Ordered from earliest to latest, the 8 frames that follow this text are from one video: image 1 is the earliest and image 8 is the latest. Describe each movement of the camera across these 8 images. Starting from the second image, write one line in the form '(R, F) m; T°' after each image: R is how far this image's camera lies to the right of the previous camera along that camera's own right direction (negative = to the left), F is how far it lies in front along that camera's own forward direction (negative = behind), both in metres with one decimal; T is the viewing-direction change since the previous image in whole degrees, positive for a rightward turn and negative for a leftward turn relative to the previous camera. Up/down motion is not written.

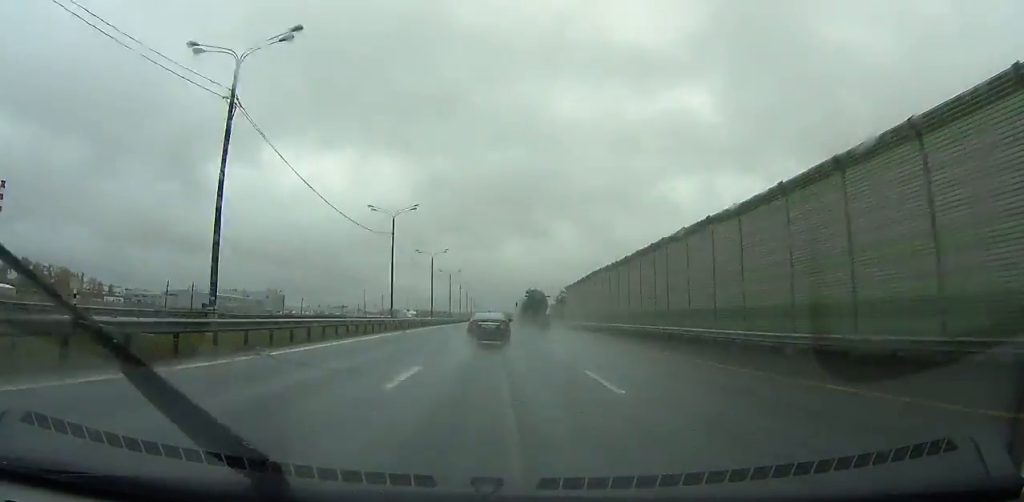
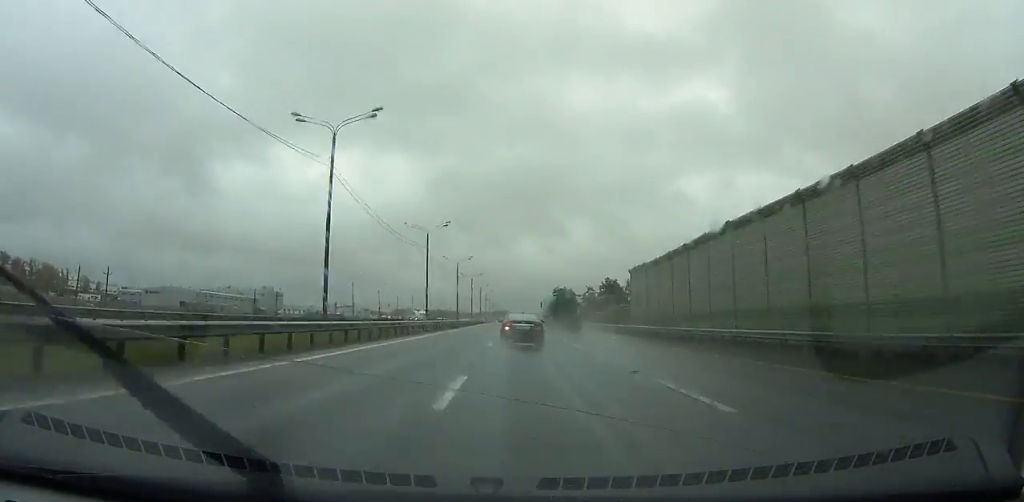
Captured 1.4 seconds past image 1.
(-0.3, +34.7) m; 0°
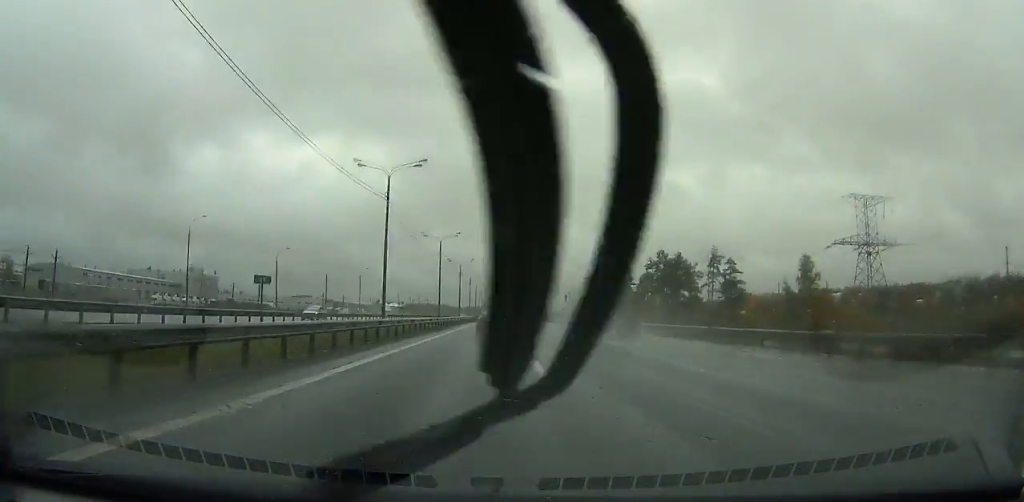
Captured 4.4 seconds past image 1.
(-0.3, +75.4) m; 0°
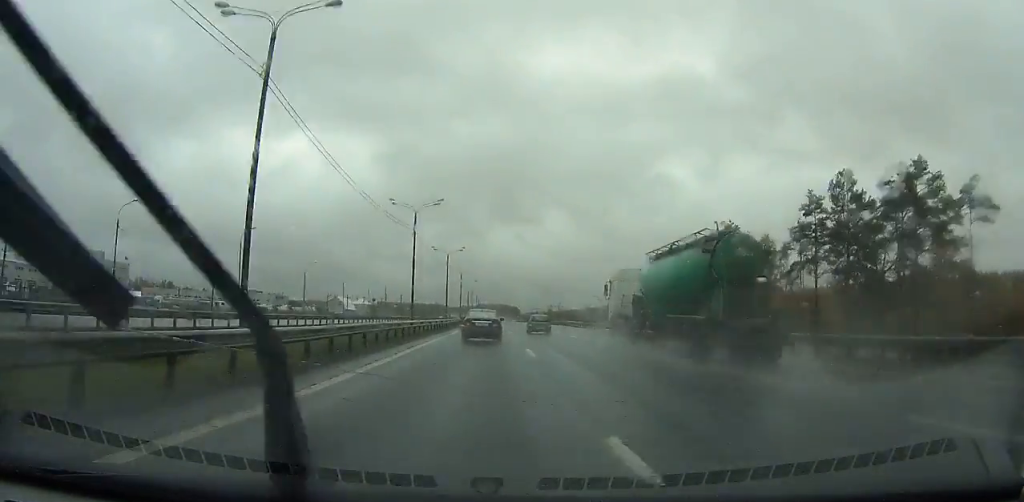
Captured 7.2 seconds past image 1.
(+0.4, +71.9) m; +1°
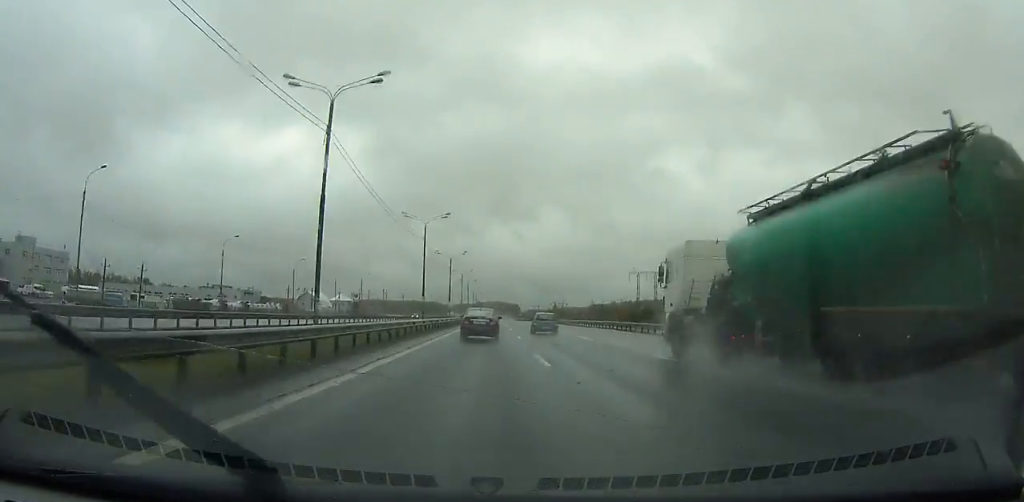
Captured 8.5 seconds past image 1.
(+0.1, +33.7) m; 0°
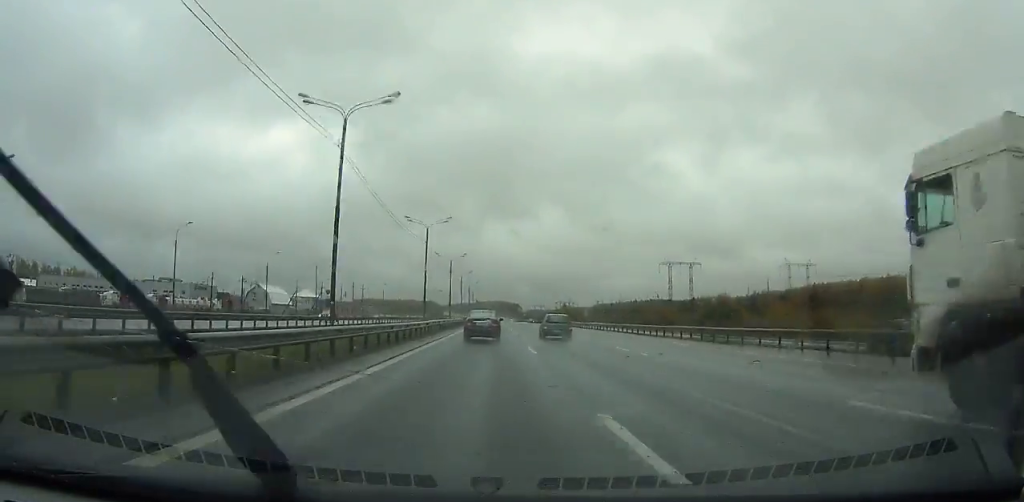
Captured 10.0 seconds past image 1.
(+0.1, +39.2) m; 0°
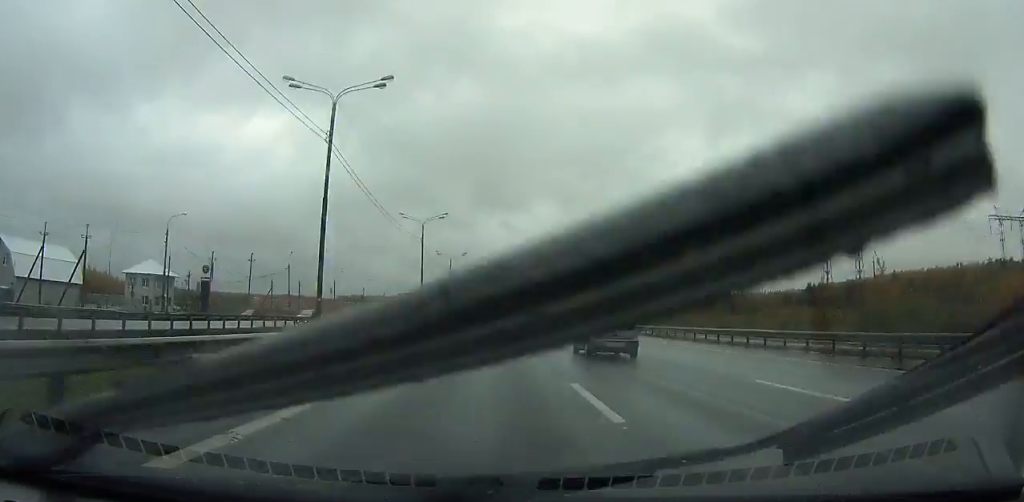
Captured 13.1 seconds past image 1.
(+0.1, +81.0) m; 0°
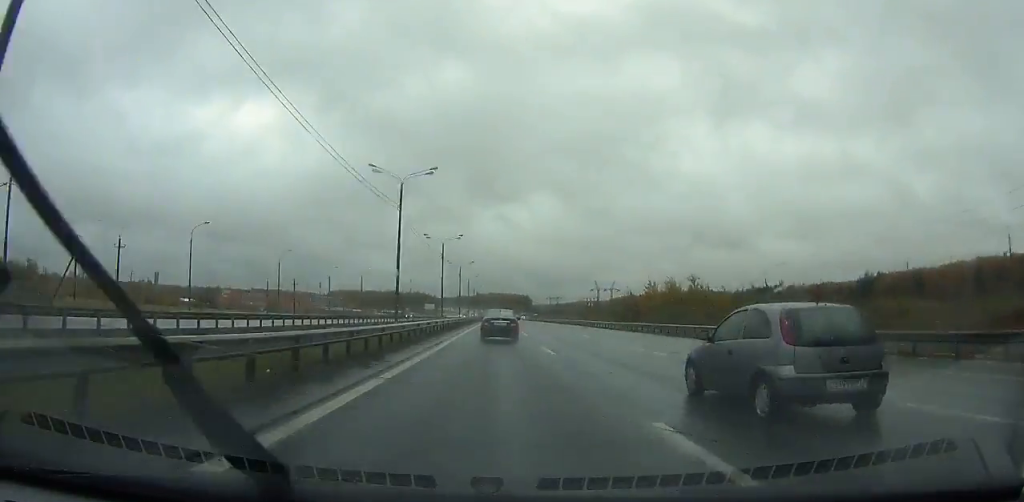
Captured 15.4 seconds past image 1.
(0.0, +61.4) m; 0°
